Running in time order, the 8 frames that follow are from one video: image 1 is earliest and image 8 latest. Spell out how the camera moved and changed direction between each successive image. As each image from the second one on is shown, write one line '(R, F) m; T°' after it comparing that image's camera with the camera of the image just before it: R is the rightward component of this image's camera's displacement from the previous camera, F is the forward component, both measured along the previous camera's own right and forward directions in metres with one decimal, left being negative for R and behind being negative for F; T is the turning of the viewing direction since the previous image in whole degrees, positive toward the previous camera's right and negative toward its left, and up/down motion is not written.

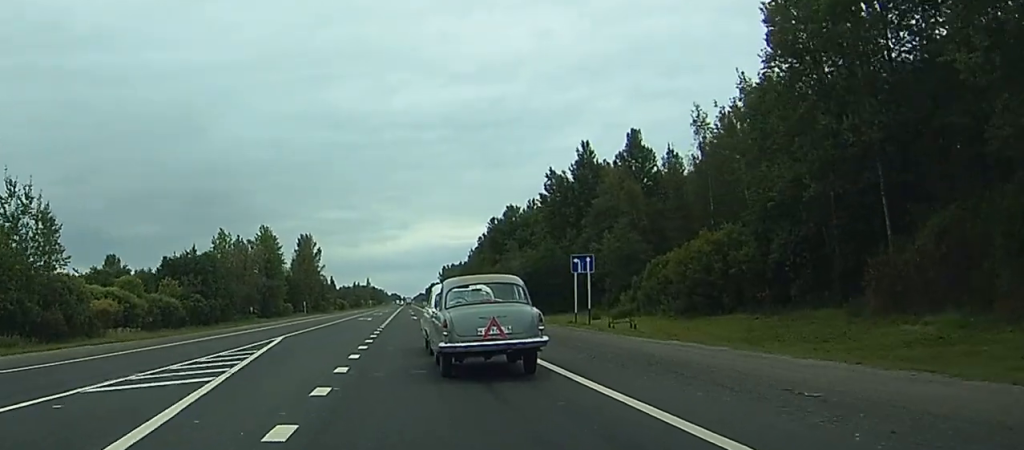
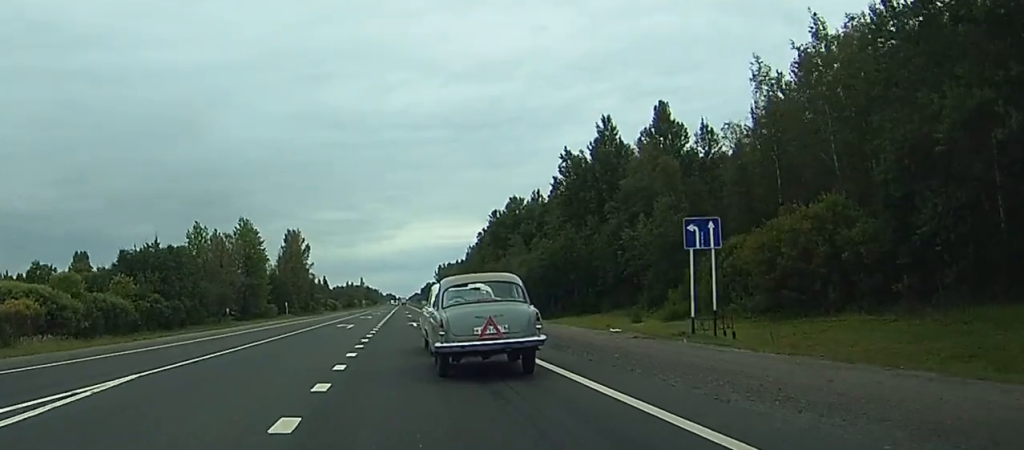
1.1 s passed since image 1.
(0.0, +18.8) m; 0°
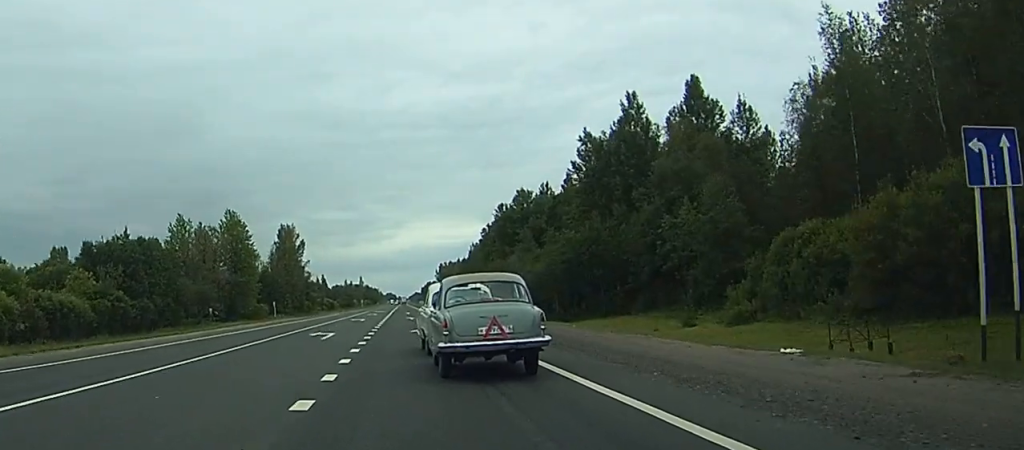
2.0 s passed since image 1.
(0.0, +13.9) m; 0°
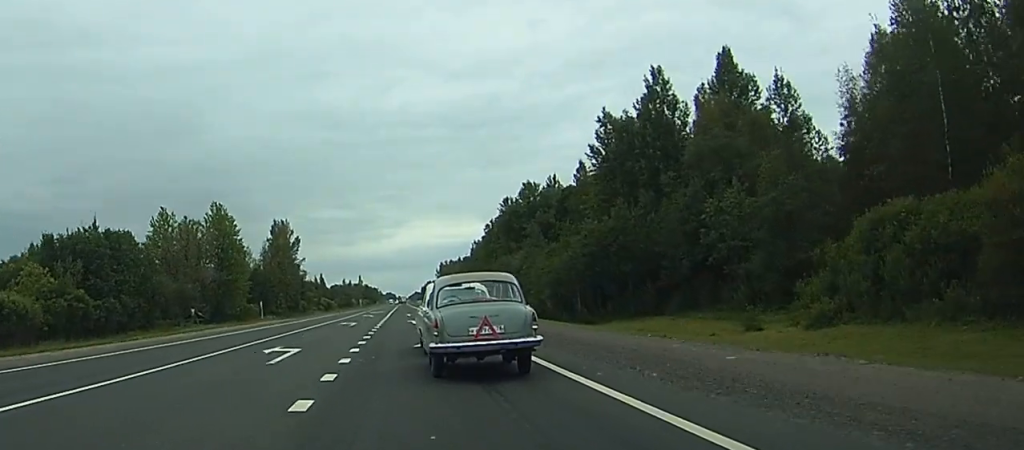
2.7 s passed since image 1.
(0.0, +11.7) m; 0°
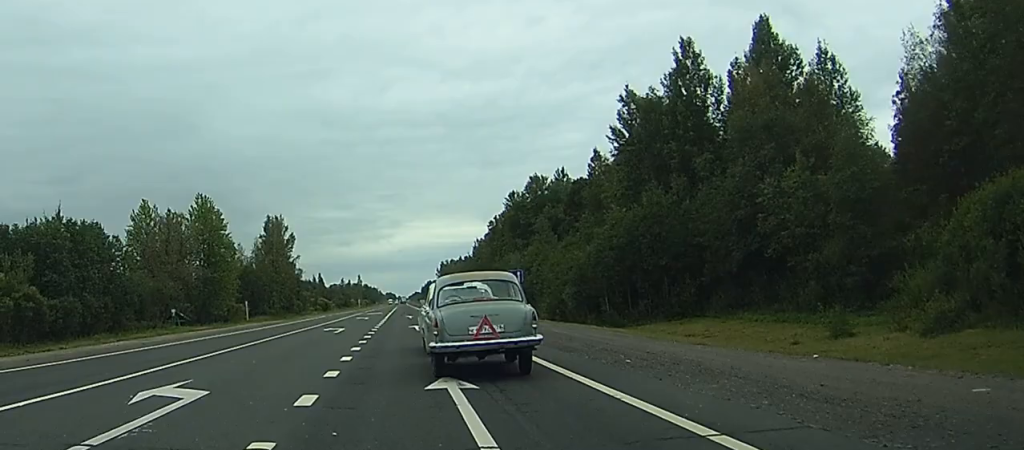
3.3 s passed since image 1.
(+0.1, +11.1) m; 0°
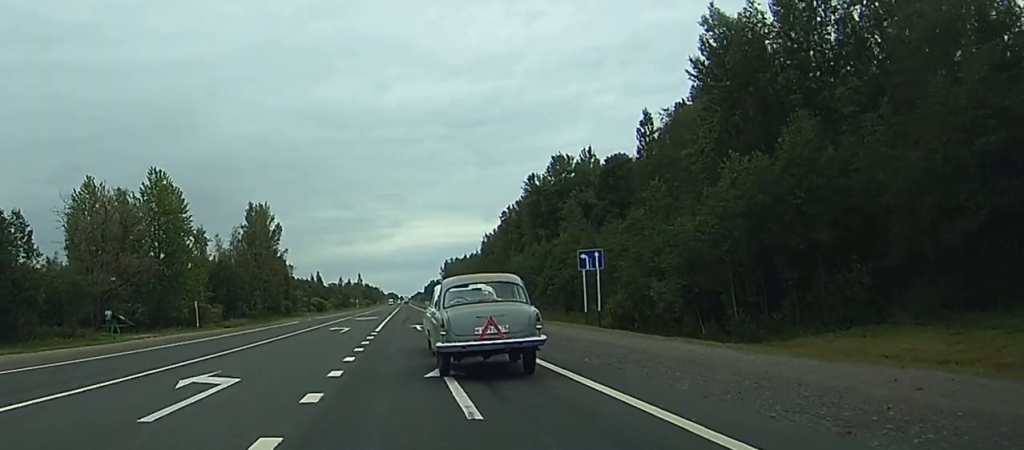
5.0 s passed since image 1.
(0.0, +27.2) m; -1°
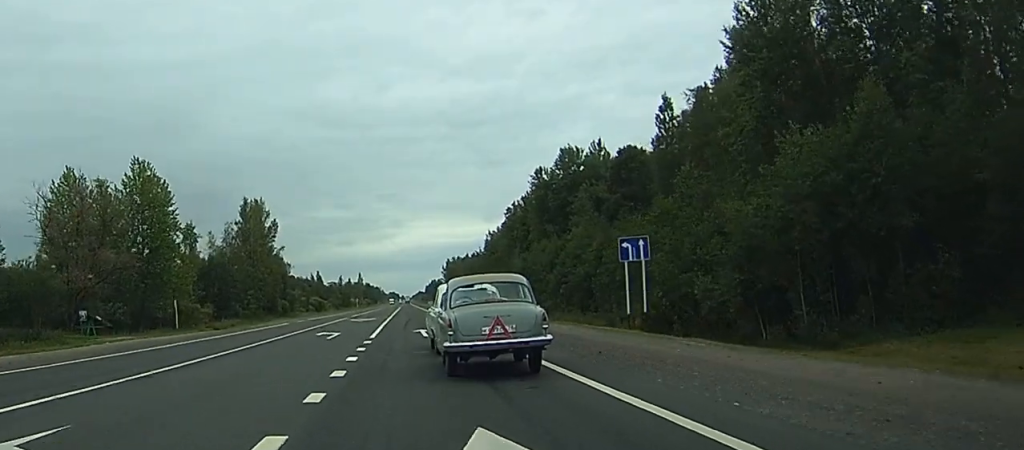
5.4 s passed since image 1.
(0.0, +7.8) m; 0°
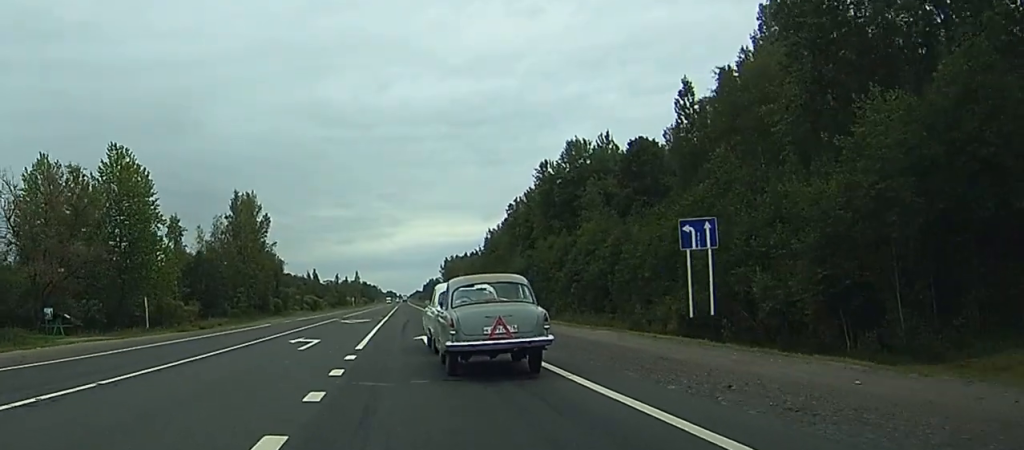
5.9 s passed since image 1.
(0.0, +7.8) m; 0°
